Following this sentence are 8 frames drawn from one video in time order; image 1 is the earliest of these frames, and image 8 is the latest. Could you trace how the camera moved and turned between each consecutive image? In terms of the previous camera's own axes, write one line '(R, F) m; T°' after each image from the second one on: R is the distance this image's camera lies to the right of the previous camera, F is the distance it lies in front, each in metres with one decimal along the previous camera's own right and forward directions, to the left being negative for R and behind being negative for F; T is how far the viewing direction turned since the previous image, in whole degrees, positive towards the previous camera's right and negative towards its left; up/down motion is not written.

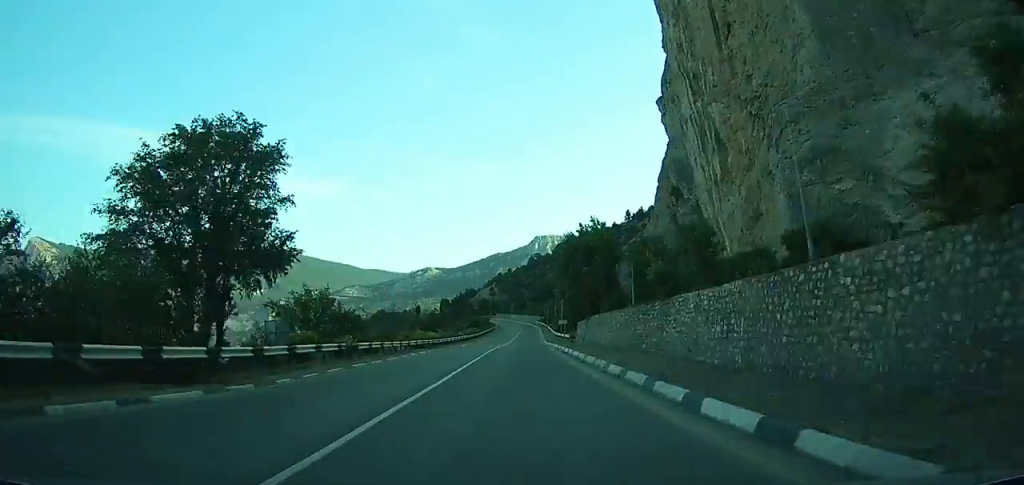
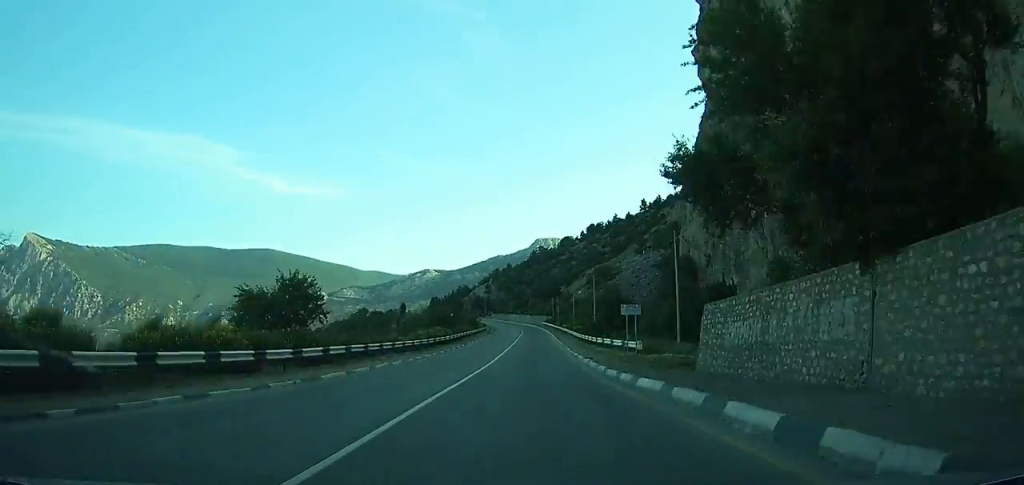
(+0.1, +44.6) m; 0°
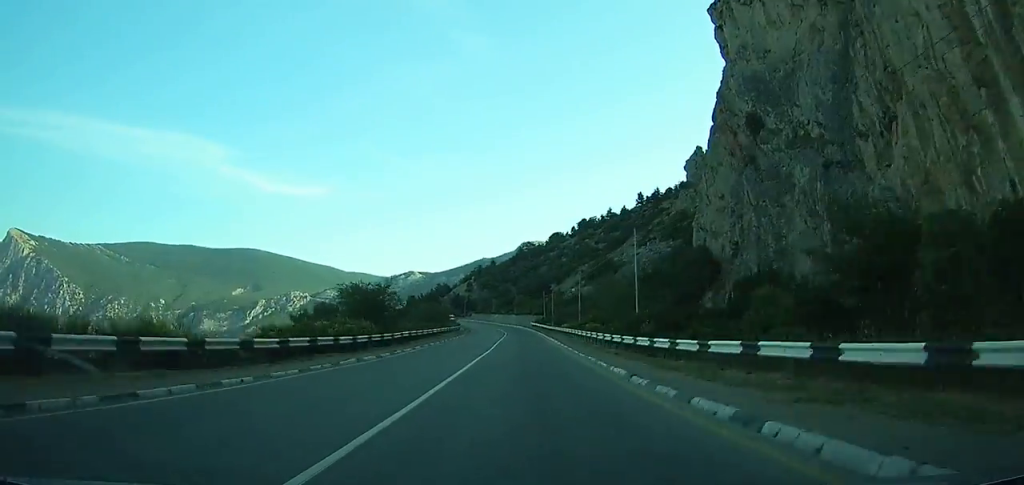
(-0.1, +28.1) m; 0°
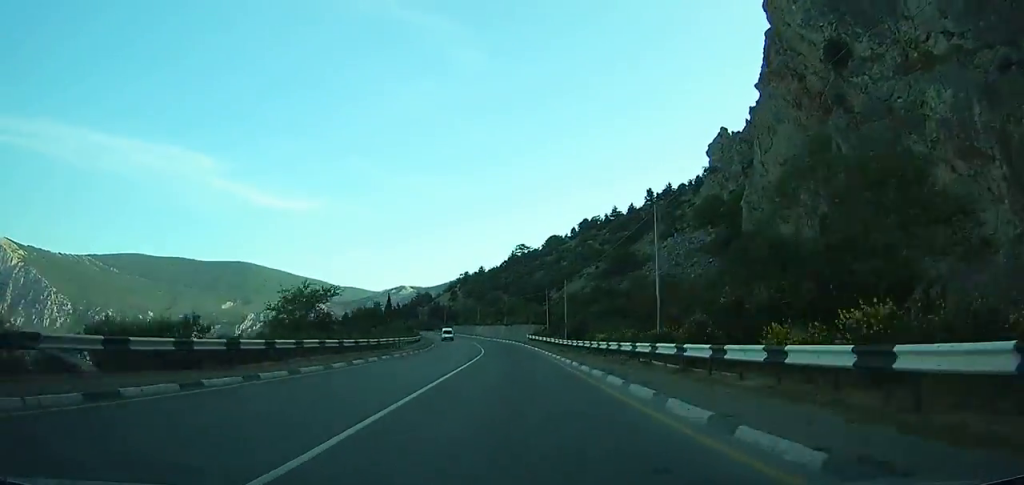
(+0.4, +36.7) m; -1°
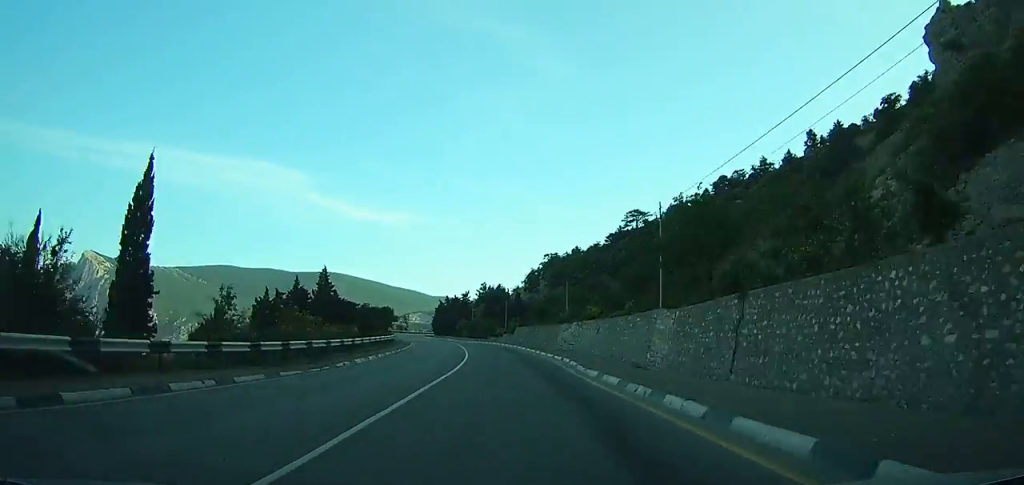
(-3.1, +80.3) m; -8°
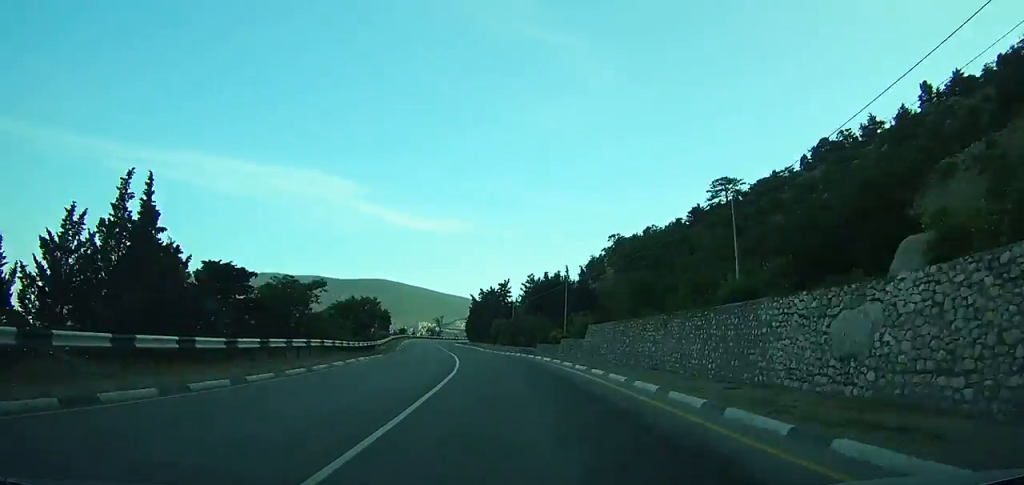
(-2.4, +37.5) m; -6°
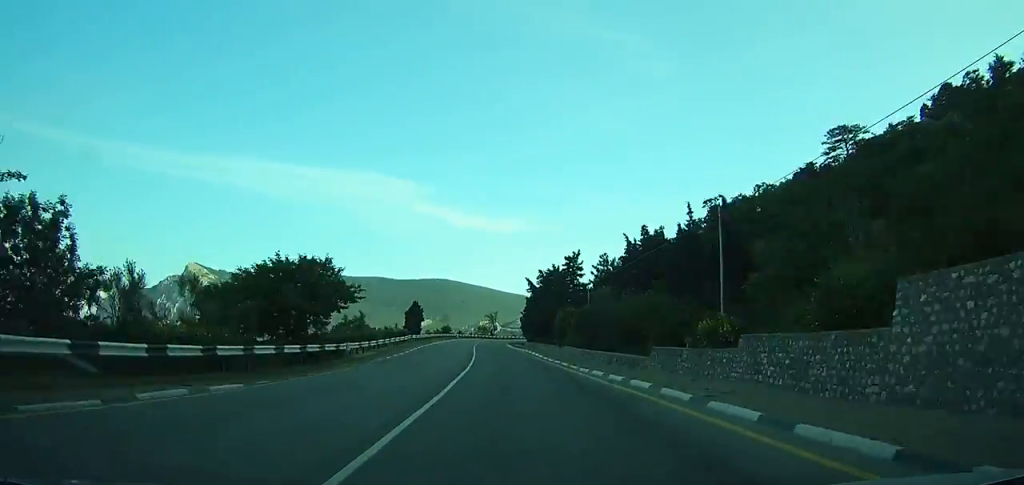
(-1.1, +29.3) m; -4°
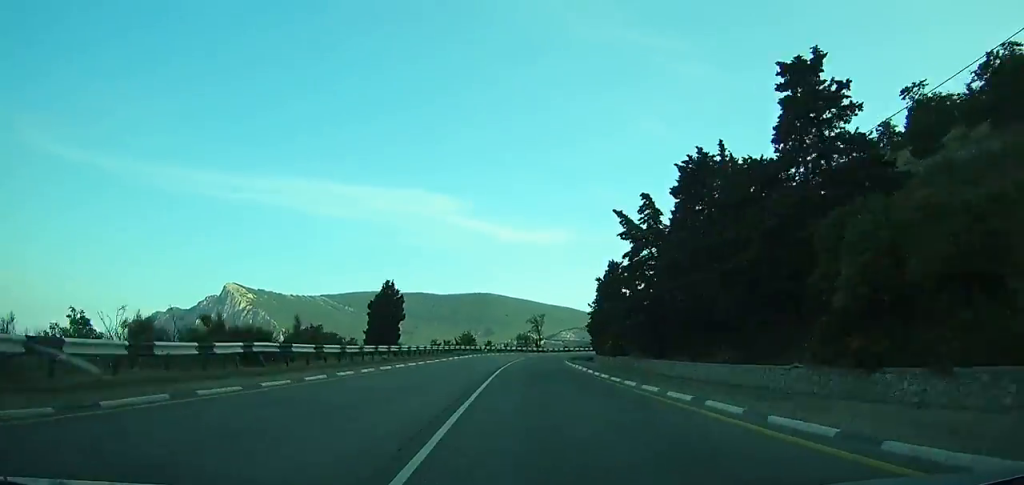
(-3.0, +49.6) m; -3°
